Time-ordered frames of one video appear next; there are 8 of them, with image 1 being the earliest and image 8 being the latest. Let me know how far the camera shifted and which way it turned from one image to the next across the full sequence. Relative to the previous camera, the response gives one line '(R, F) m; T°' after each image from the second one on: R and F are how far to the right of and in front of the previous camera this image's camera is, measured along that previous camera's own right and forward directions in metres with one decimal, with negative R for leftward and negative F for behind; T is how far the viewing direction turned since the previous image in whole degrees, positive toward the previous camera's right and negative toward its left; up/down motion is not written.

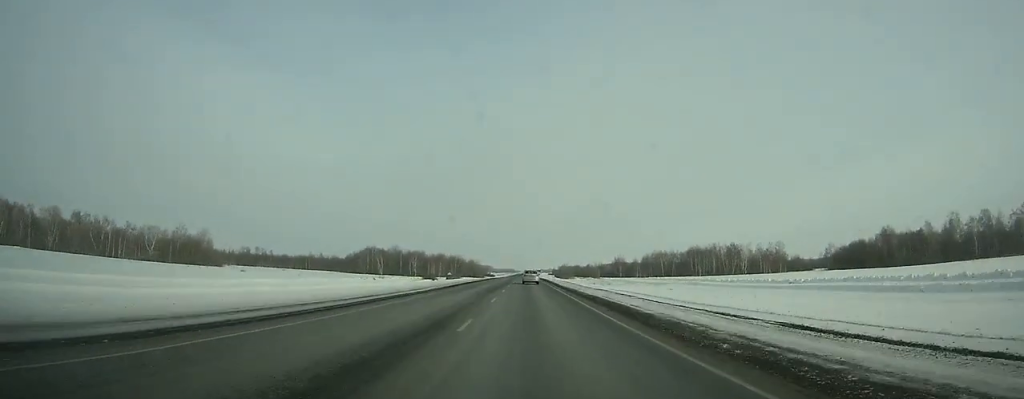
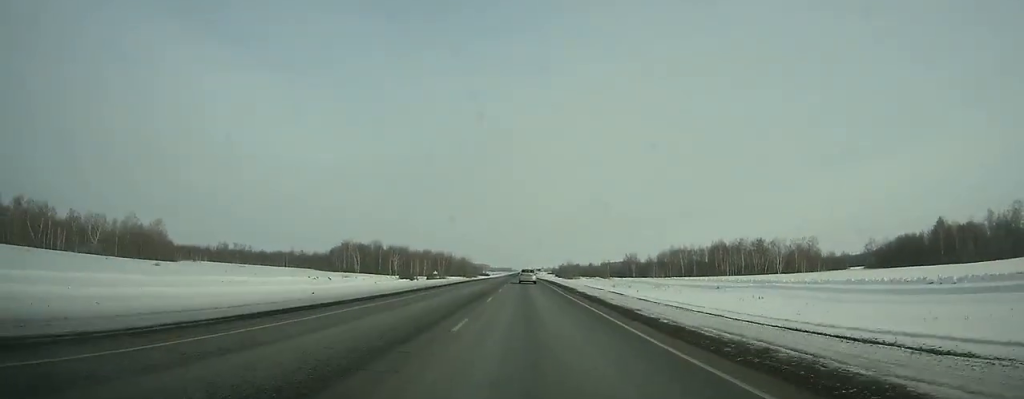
(0.0, +35.2) m; 0°
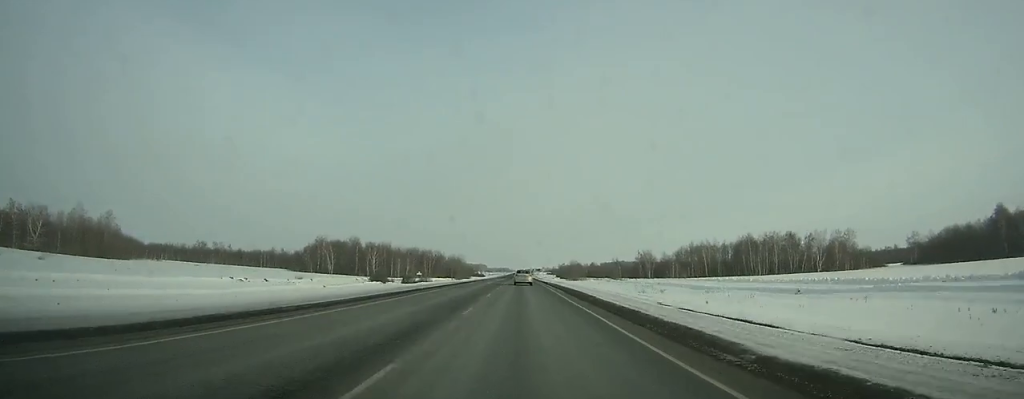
(+0.1, +32.0) m; 0°
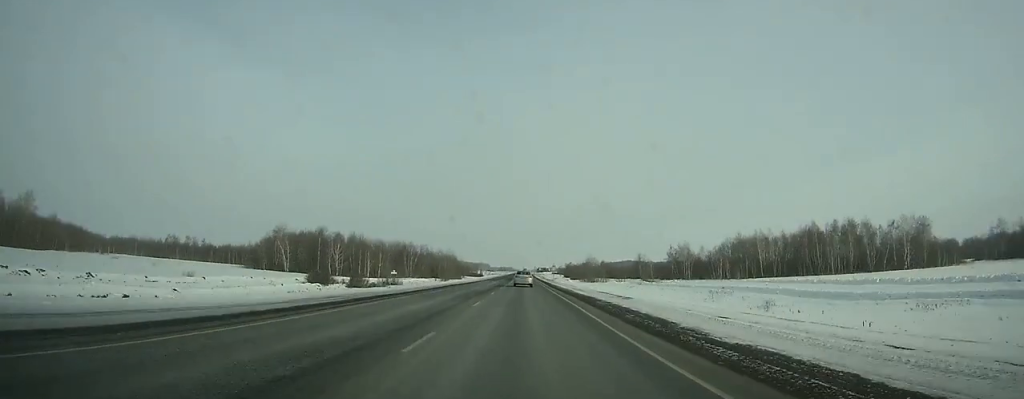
(+0.1, +43.7) m; 0°
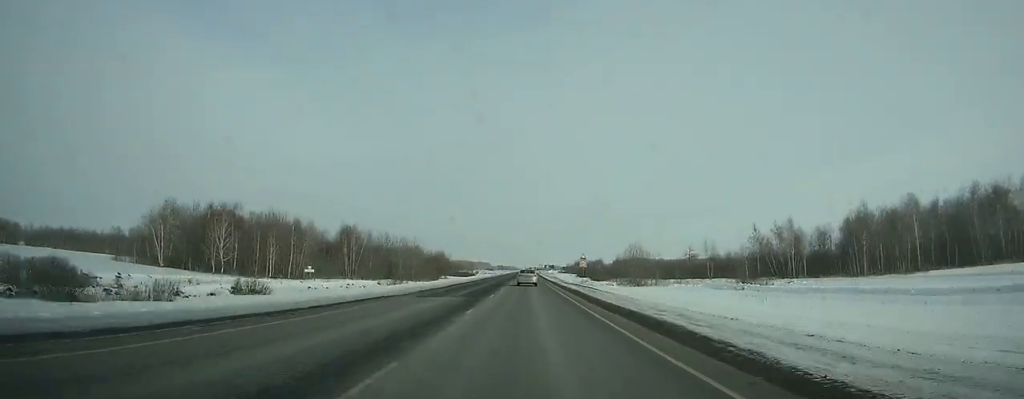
(0.0, +63.6) m; 0°
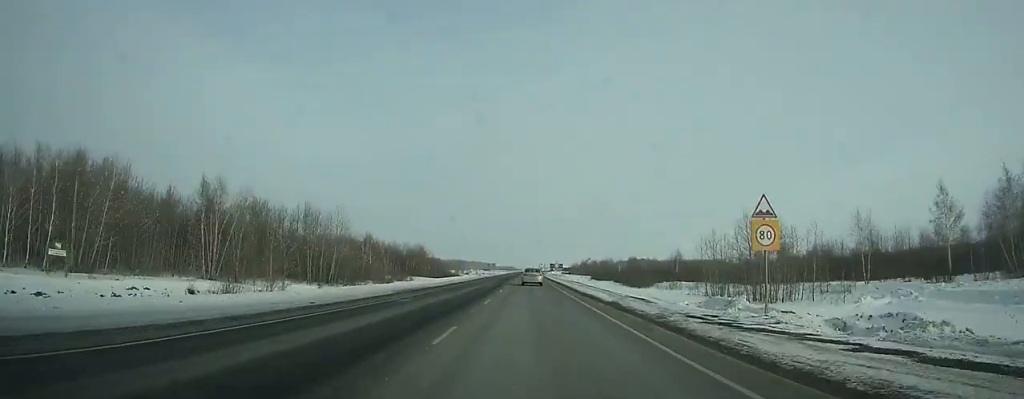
(-0.1, +54.7) m; 0°
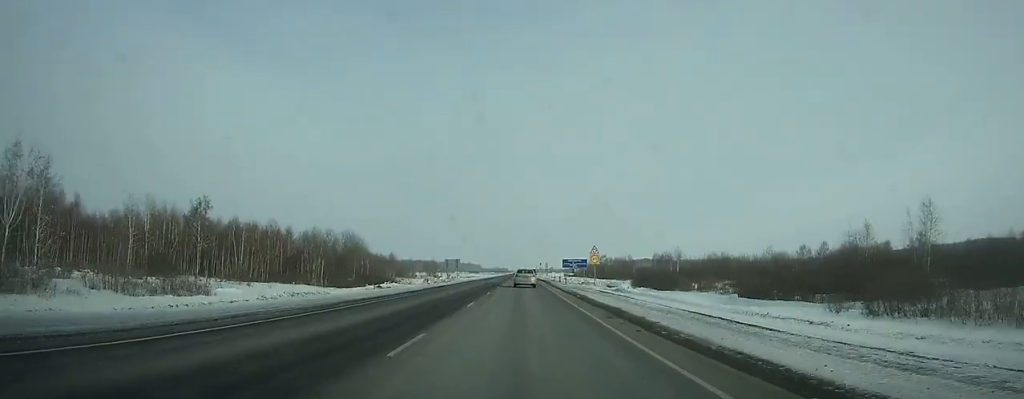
(+0.3, +83.4) m; 0°
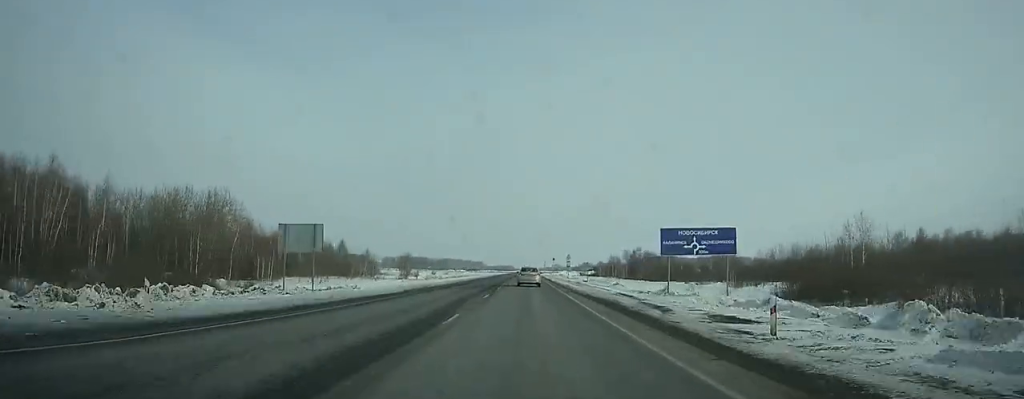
(-0.1, +66.9) m; 0°
